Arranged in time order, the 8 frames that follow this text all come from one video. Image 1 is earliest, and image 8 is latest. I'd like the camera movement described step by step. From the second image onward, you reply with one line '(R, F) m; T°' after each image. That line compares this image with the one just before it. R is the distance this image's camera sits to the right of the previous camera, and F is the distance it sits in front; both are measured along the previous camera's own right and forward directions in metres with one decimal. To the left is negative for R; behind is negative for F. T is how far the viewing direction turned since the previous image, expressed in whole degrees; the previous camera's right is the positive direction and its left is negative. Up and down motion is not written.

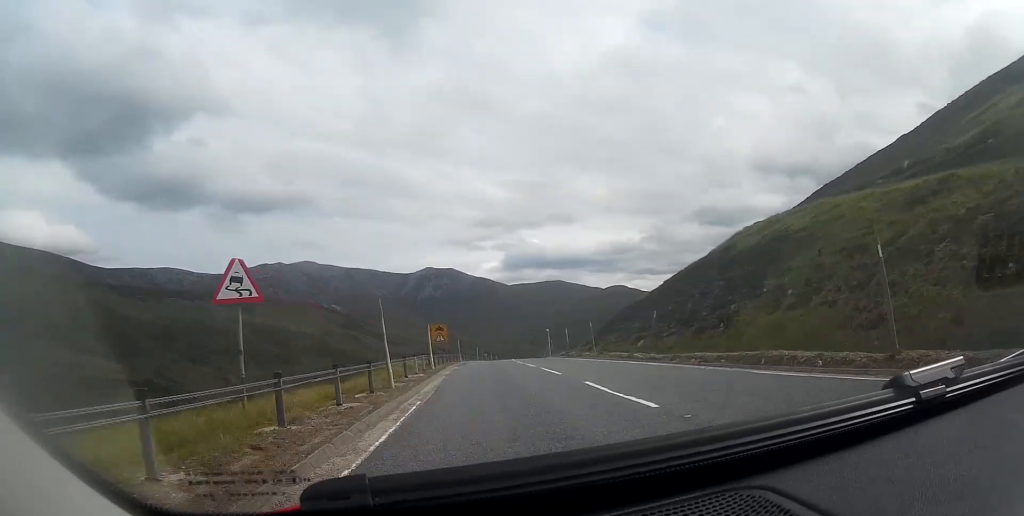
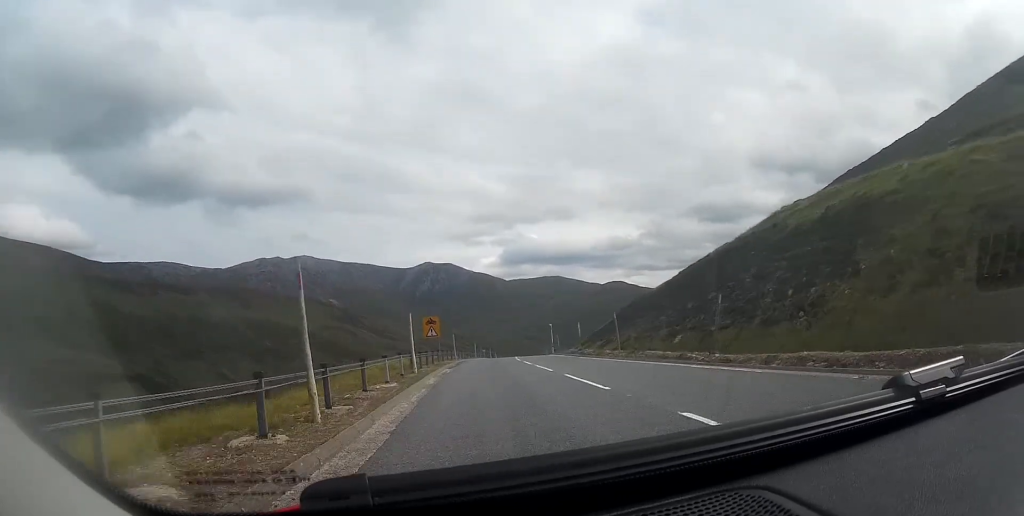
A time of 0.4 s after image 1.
(-0.1, +7.0) m; 0°
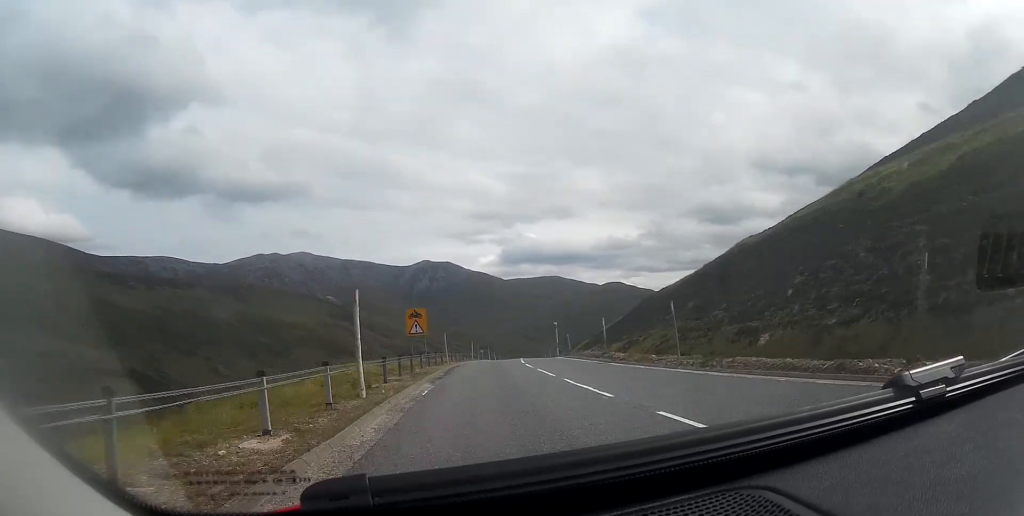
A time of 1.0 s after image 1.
(+0.1, +9.4) m; +1°
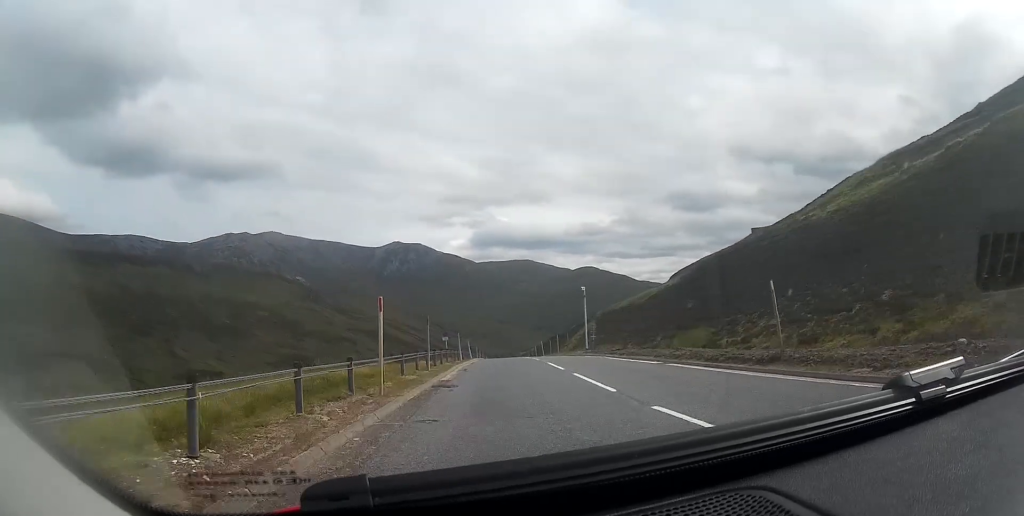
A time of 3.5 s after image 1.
(+0.9, +42.6) m; +3°
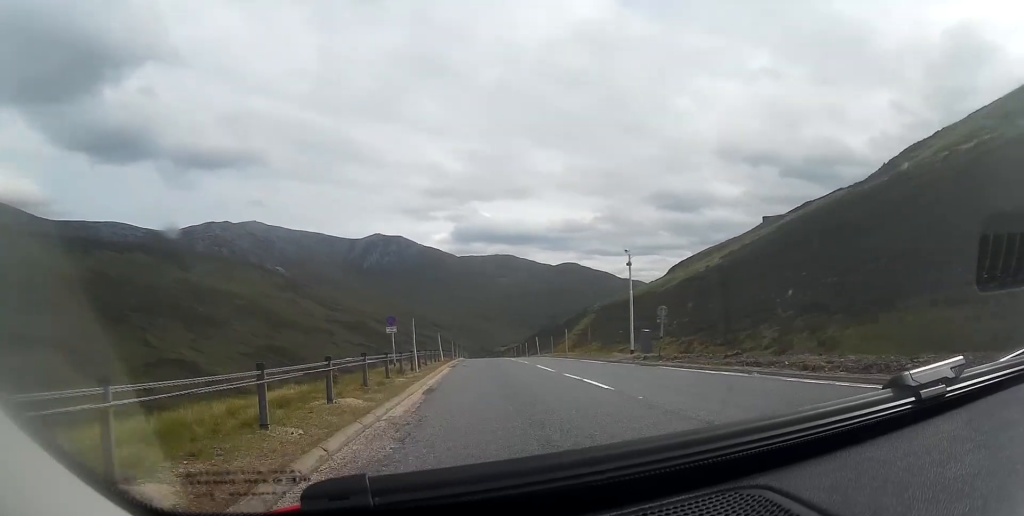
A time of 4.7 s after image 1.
(+0.5, +20.3) m; +2°
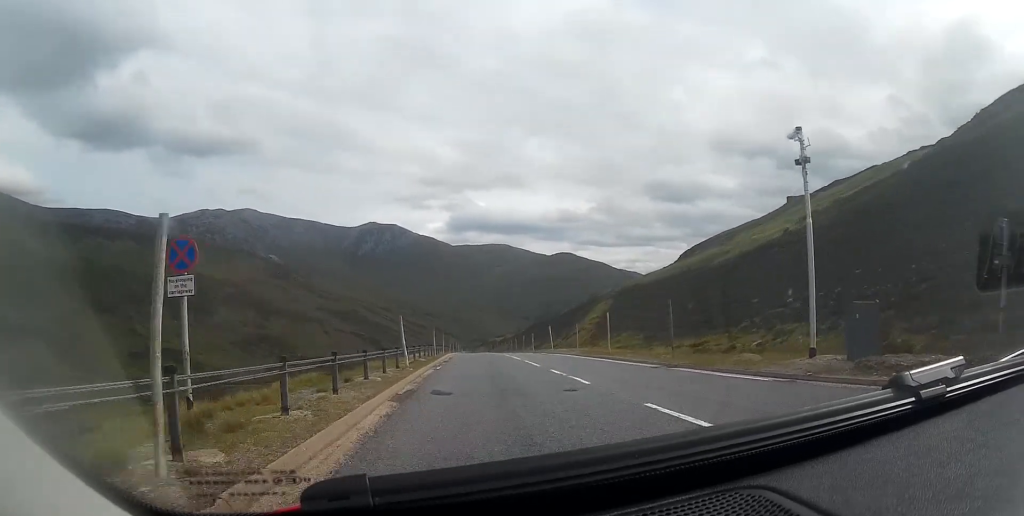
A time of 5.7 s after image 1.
(+0.2, +17.8) m; +1°
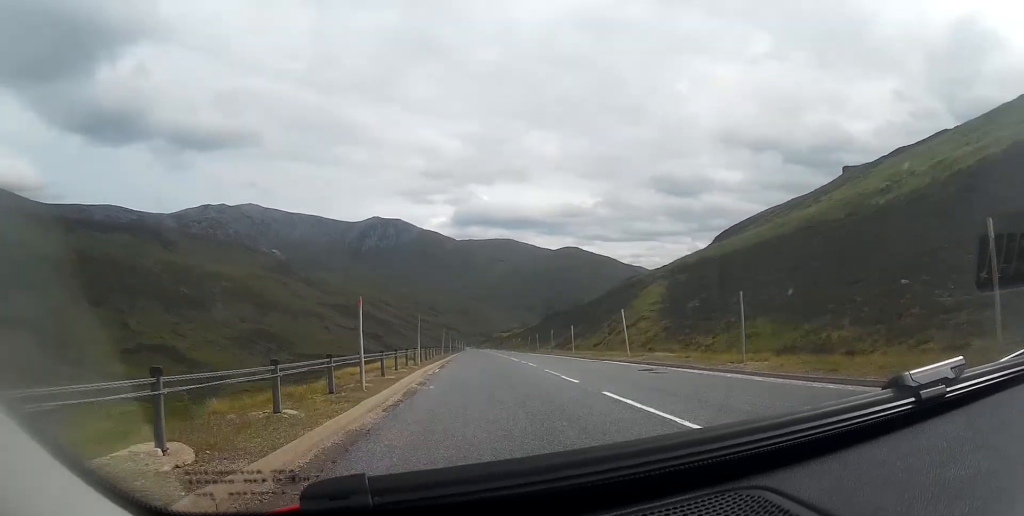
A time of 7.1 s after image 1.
(0.0, +25.5) m; 0°
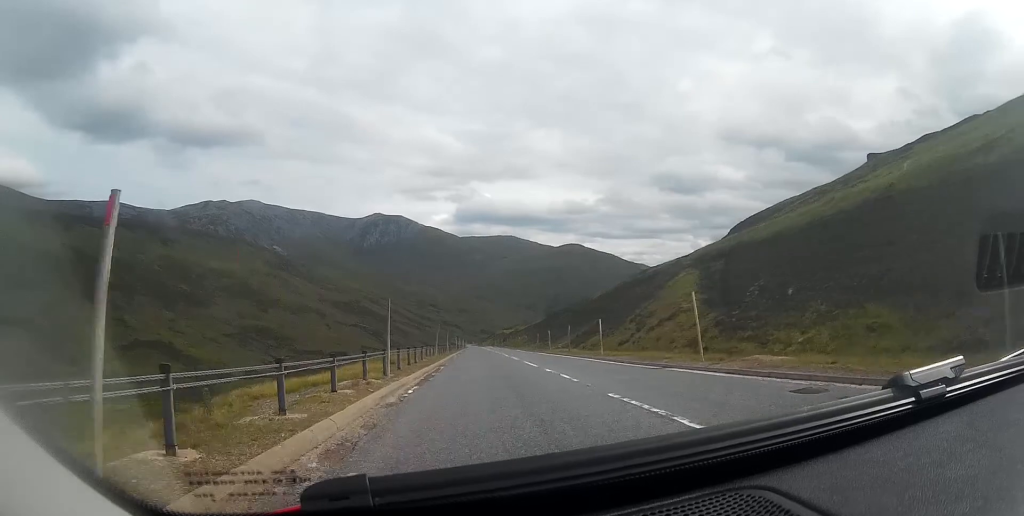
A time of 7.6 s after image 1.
(0.0, +9.3) m; 0°
